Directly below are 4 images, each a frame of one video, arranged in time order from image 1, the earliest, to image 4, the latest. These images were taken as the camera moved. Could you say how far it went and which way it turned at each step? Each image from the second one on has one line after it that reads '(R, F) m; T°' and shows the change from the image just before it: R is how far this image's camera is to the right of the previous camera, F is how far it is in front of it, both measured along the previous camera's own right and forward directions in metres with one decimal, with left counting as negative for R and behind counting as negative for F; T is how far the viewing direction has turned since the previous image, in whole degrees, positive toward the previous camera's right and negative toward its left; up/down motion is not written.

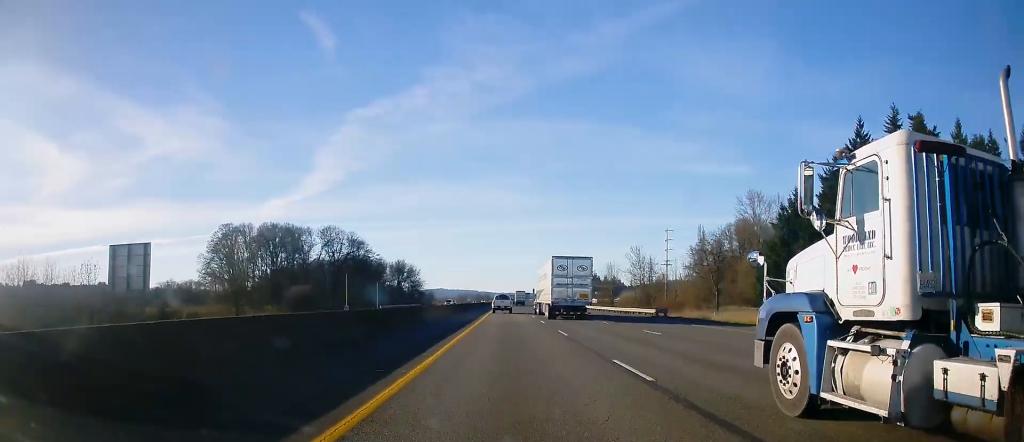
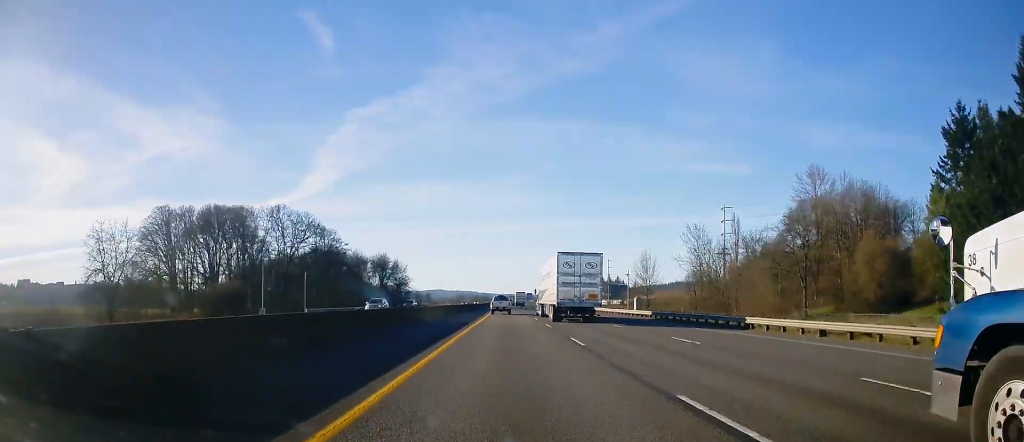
(+0.1, +41.0) m; 0°
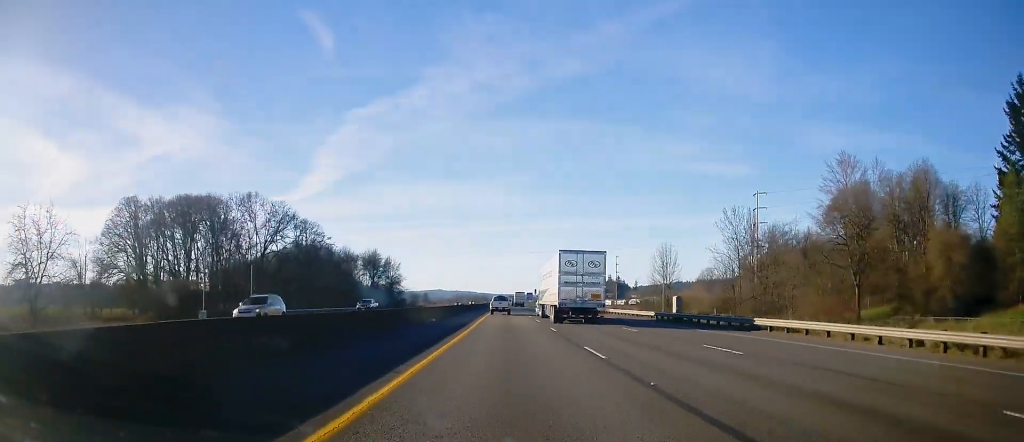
(-0.1, +15.7) m; 0°
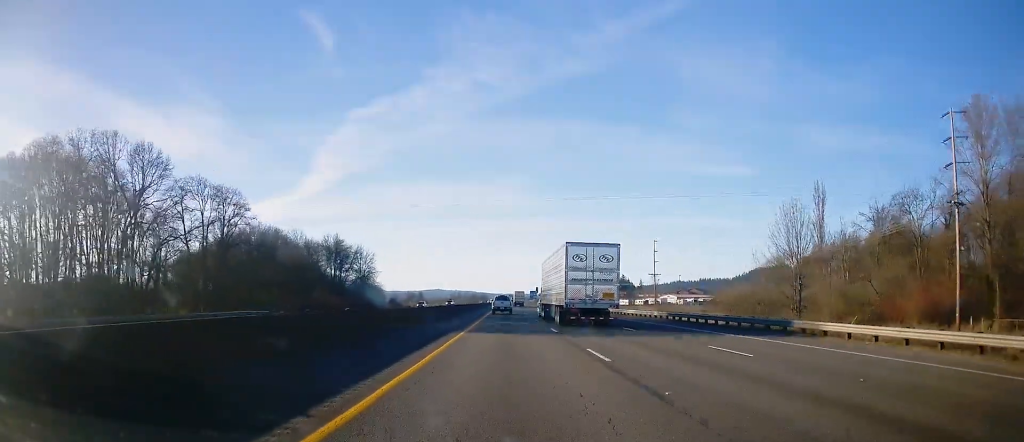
(-0.2, +49.6) m; 0°
